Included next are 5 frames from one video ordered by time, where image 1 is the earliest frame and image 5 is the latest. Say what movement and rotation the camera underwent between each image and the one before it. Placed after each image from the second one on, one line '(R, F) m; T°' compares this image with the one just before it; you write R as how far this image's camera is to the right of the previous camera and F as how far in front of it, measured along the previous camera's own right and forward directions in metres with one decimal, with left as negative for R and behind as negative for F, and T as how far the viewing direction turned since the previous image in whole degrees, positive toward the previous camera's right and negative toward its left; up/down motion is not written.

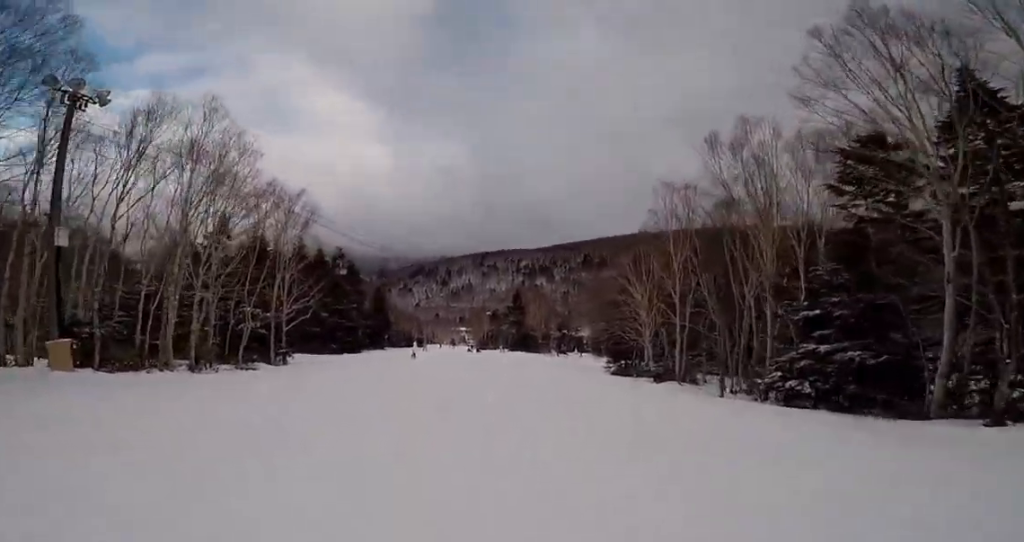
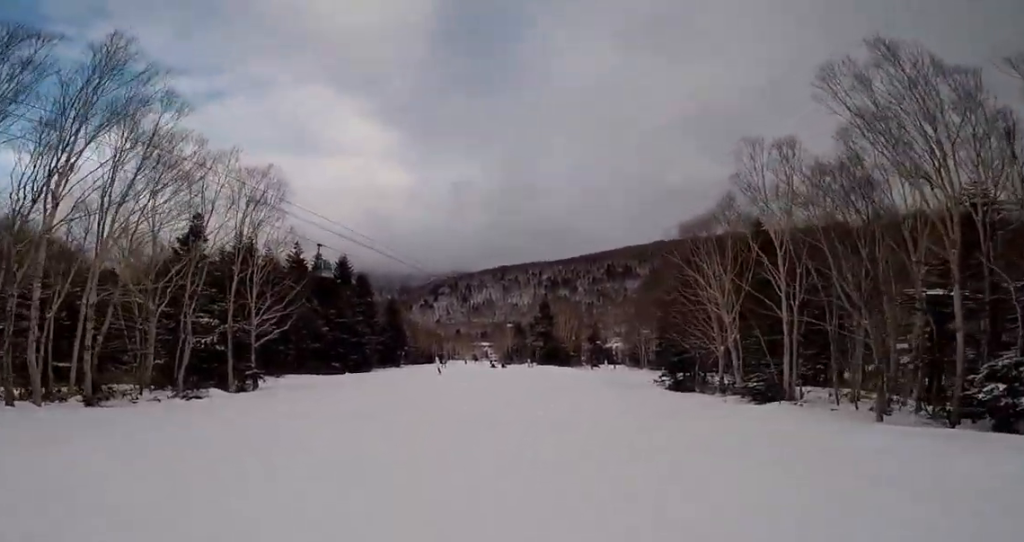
(-0.1, +8.4) m; -1°
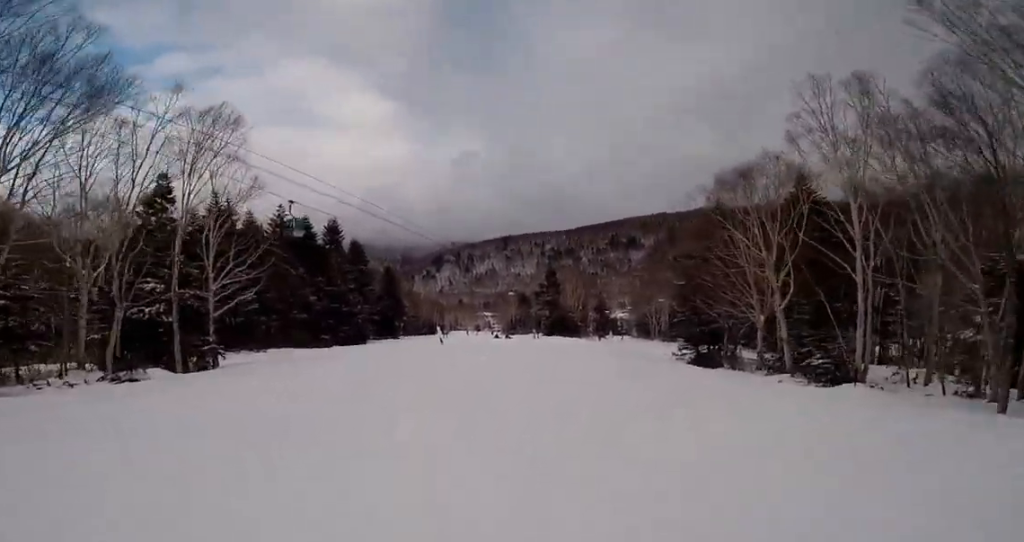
(+0.3, +4.5) m; 0°
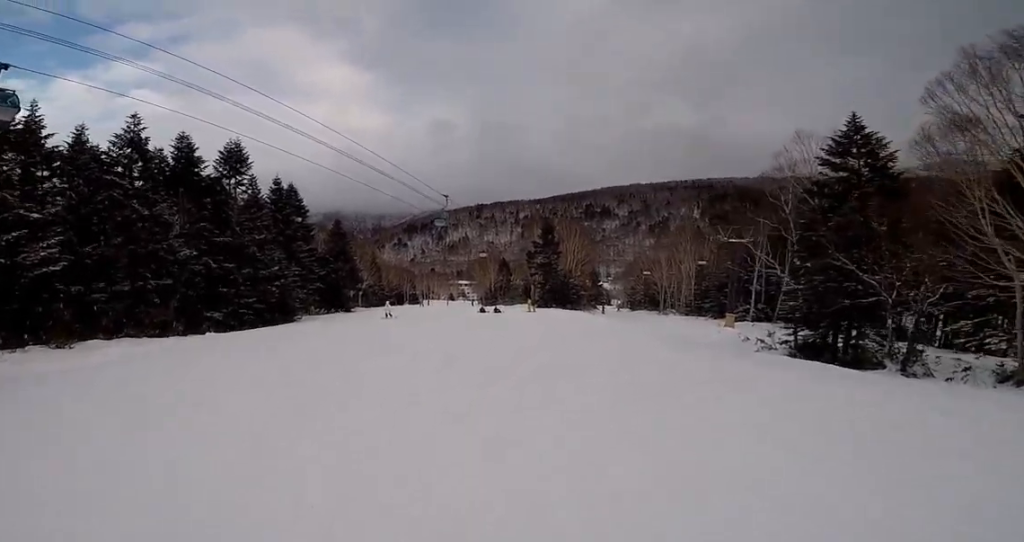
(-1.4, +16.8) m; -5°
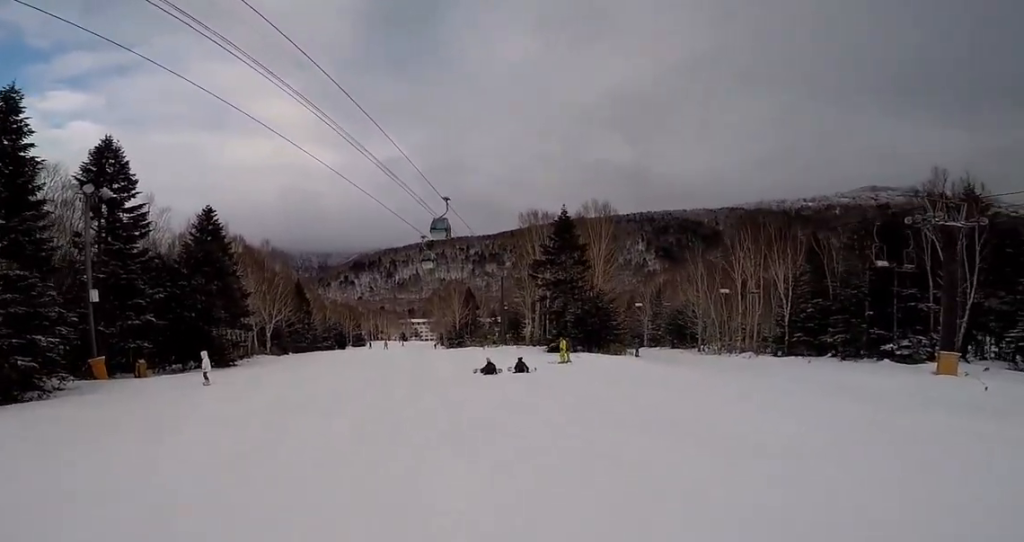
(+0.9, +24.2) m; 0°
